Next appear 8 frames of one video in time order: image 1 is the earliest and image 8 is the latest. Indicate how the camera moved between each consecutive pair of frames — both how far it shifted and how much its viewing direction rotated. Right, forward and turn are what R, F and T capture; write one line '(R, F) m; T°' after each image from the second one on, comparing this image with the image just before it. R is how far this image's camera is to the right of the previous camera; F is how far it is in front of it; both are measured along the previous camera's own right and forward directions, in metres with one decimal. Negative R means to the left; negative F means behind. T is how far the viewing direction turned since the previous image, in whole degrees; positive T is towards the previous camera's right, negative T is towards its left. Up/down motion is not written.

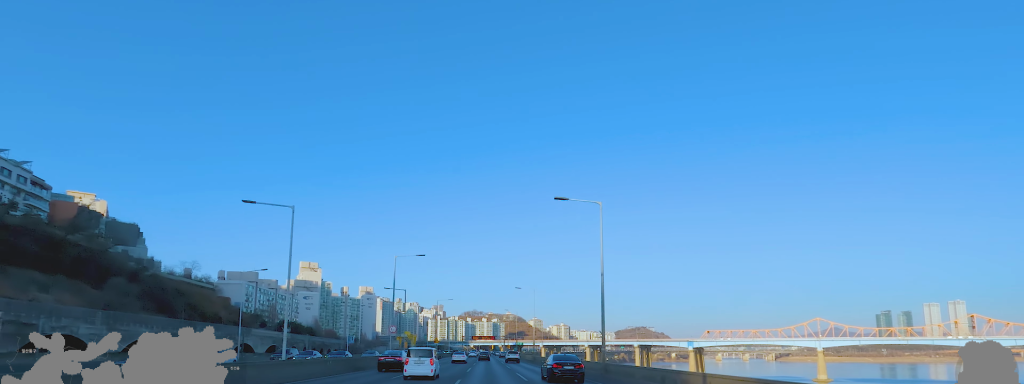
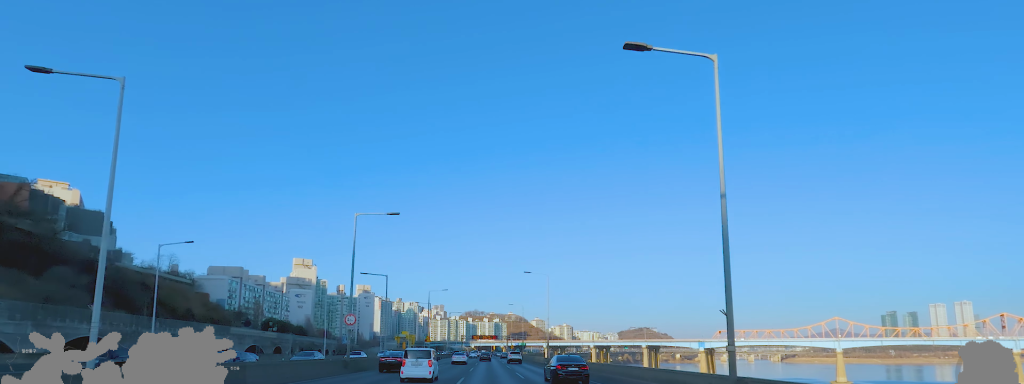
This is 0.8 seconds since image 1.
(-0.3, +17.3) m; 0°
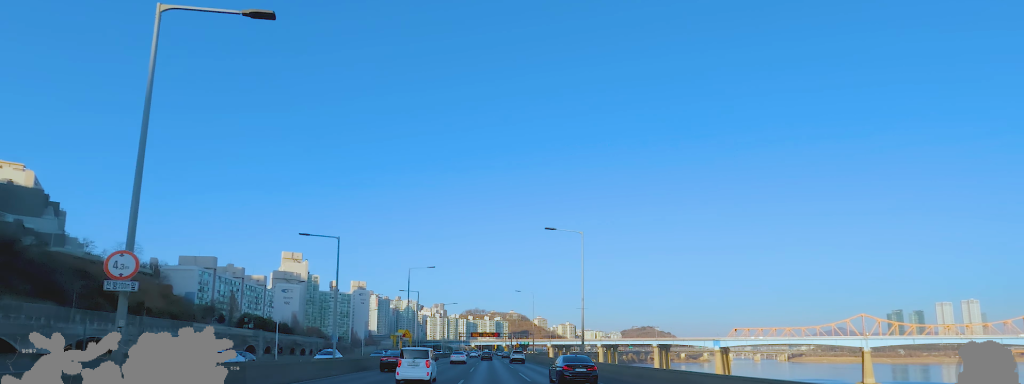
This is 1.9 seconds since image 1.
(+0.6, +22.7) m; +2°
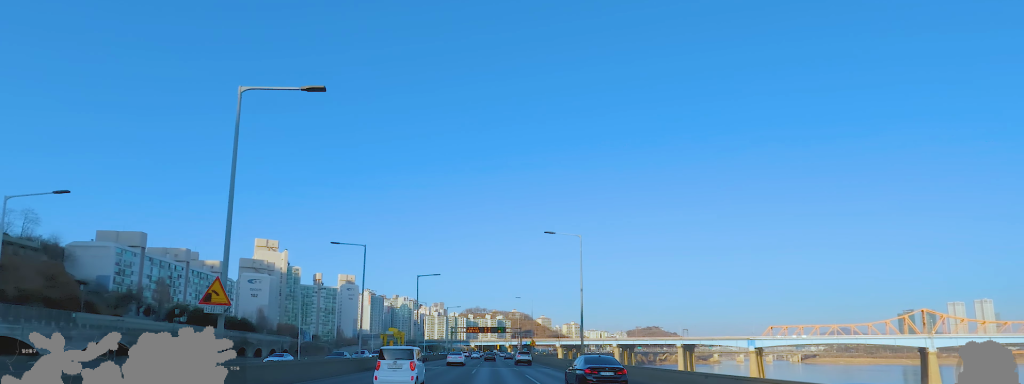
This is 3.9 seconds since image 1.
(0.0, +42.9) m; -1°
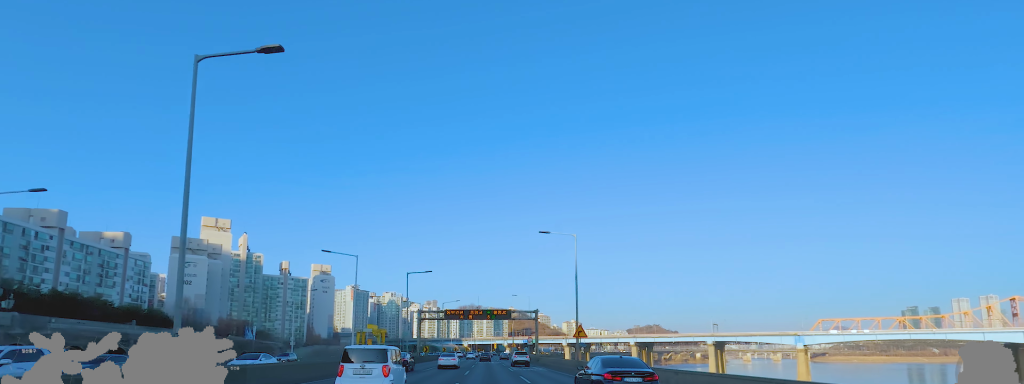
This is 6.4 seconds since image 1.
(-1.5, +51.9) m; 0°
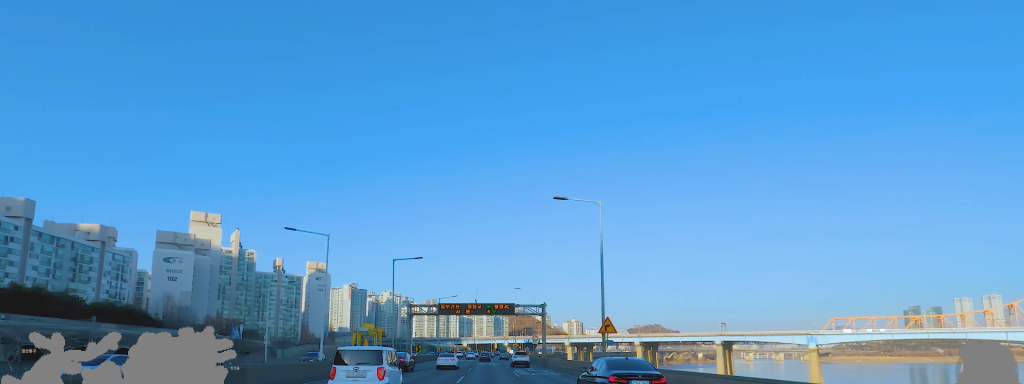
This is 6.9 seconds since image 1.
(+0.1, +9.7) m; +1°
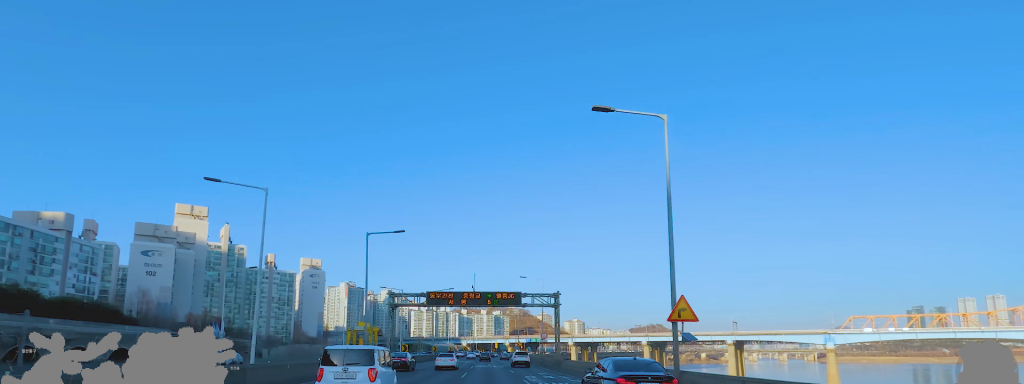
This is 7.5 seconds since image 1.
(0.0, +12.5) m; 0°
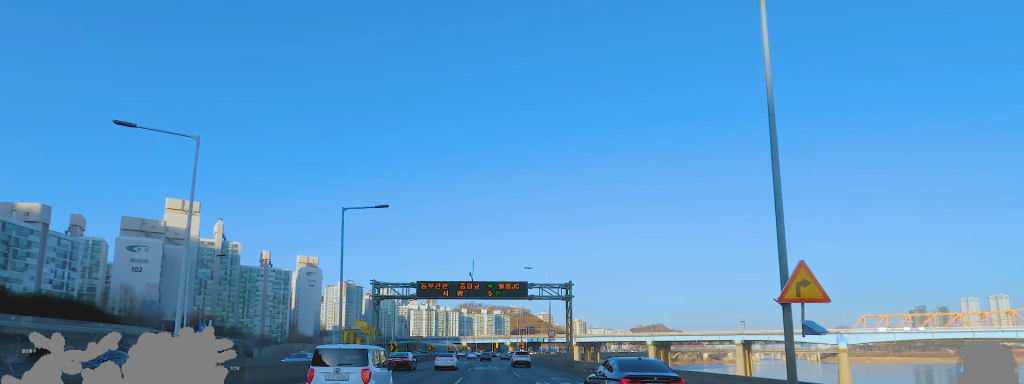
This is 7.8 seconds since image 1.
(0.0, +7.7) m; 0°
